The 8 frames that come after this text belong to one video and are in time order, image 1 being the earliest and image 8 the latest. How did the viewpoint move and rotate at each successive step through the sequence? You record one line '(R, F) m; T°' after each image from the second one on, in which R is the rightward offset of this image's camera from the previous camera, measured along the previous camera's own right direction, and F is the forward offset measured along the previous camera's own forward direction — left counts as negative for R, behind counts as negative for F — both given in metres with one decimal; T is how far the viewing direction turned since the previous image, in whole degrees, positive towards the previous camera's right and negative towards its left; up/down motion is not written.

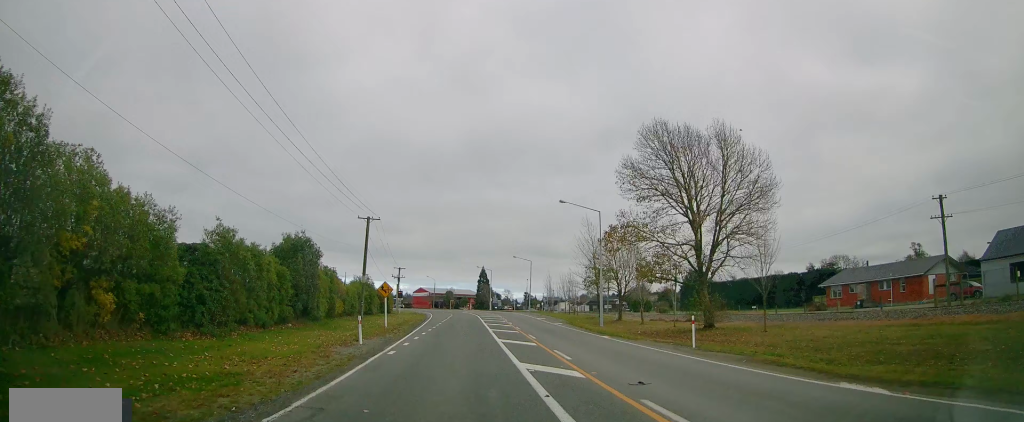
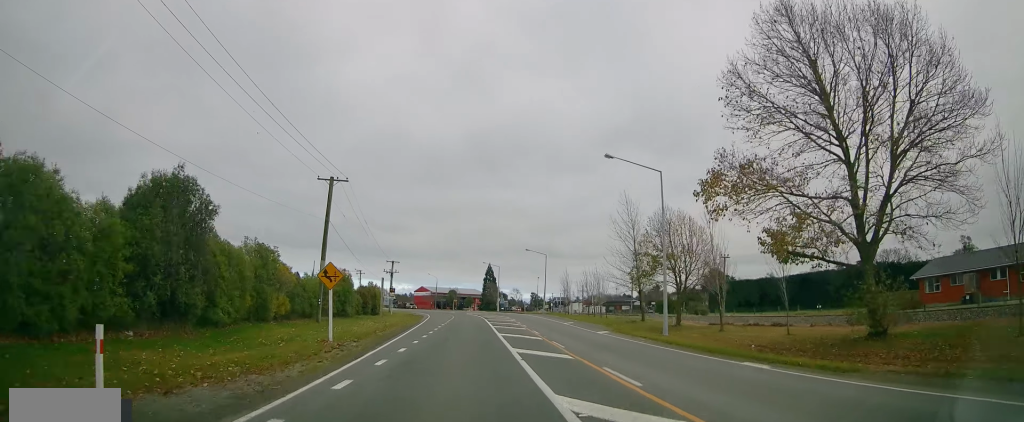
(-0.1, +15.6) m; -1°
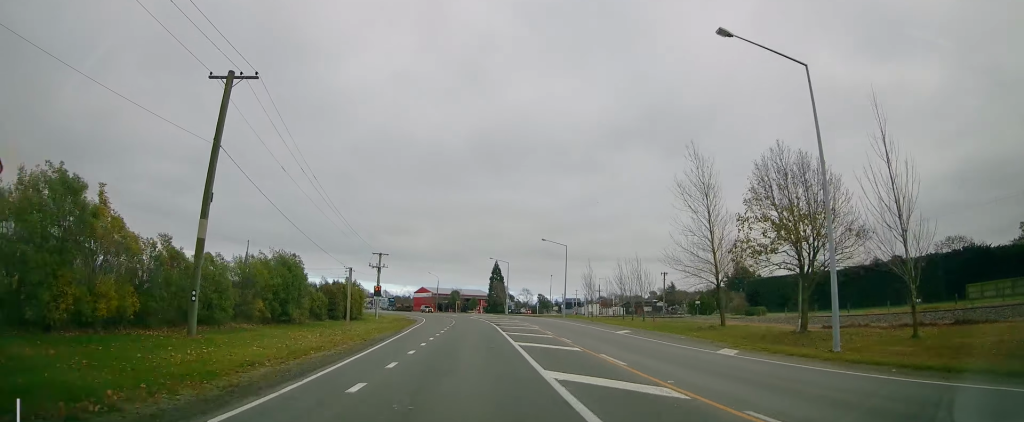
(-0.2, +16.5) m; -1°
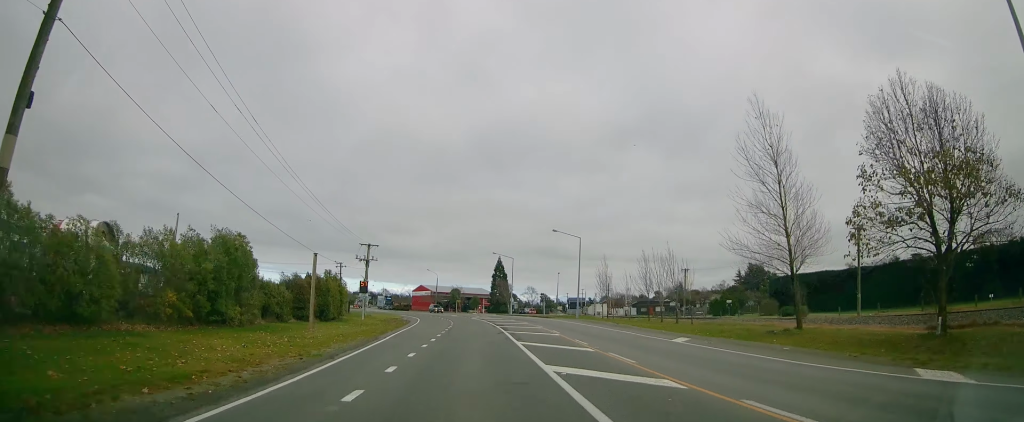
(0.0, +9.2) m; 0°
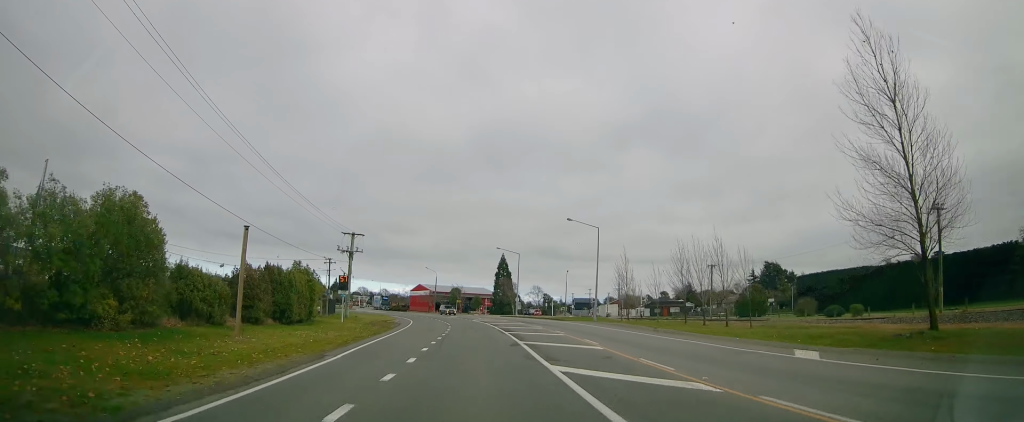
(0.0, +9.5) m; 0°
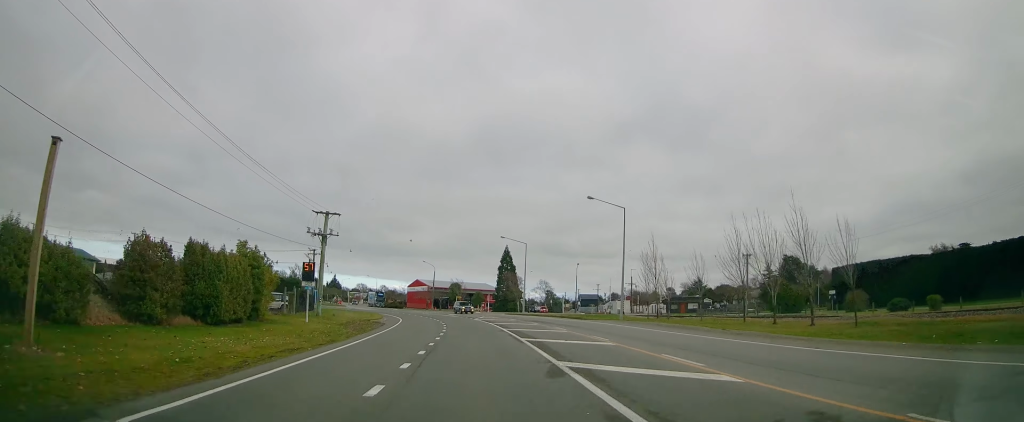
(0.0, +10.4) m; 0°
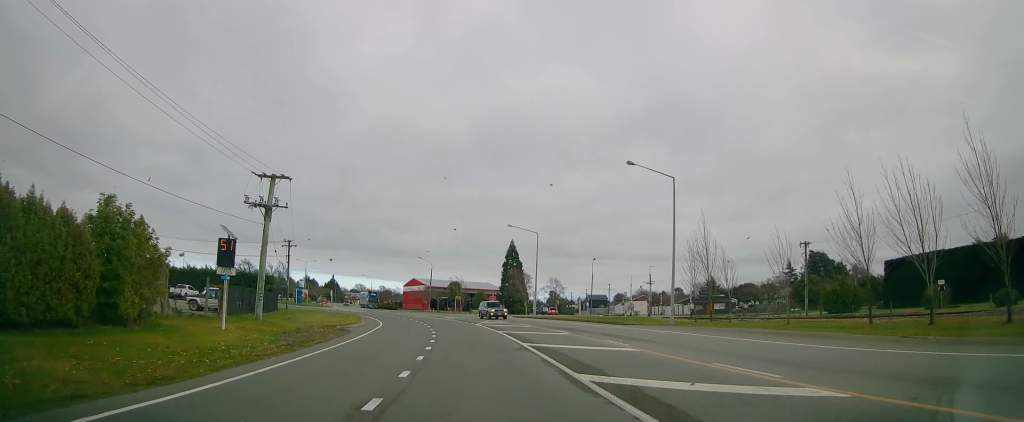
(0.0, +12.9) m; -1°
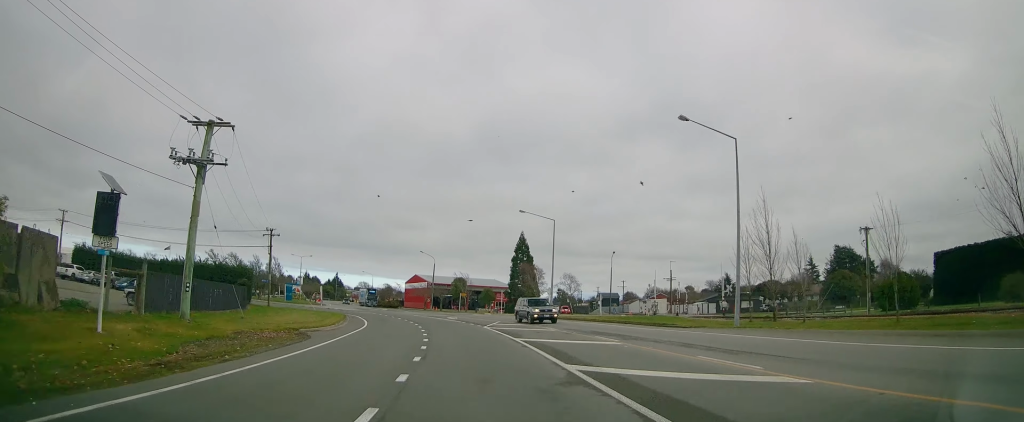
(-0.3, +9.0) m; -1°
